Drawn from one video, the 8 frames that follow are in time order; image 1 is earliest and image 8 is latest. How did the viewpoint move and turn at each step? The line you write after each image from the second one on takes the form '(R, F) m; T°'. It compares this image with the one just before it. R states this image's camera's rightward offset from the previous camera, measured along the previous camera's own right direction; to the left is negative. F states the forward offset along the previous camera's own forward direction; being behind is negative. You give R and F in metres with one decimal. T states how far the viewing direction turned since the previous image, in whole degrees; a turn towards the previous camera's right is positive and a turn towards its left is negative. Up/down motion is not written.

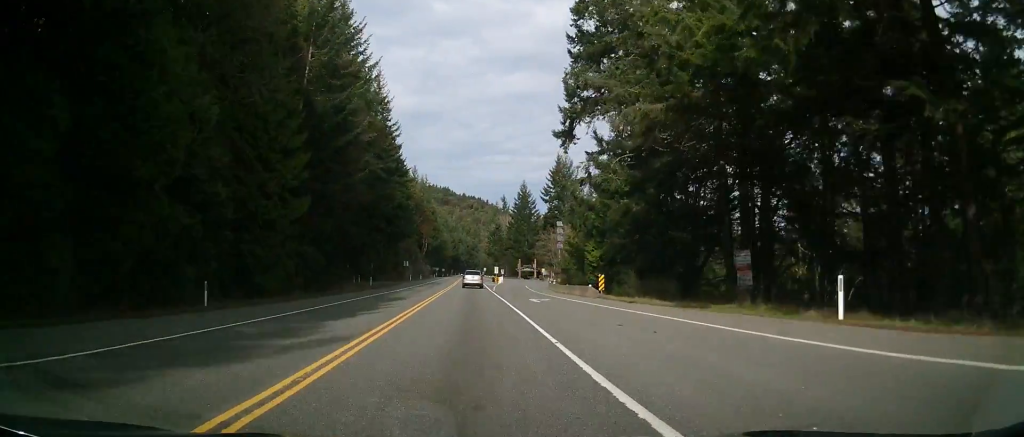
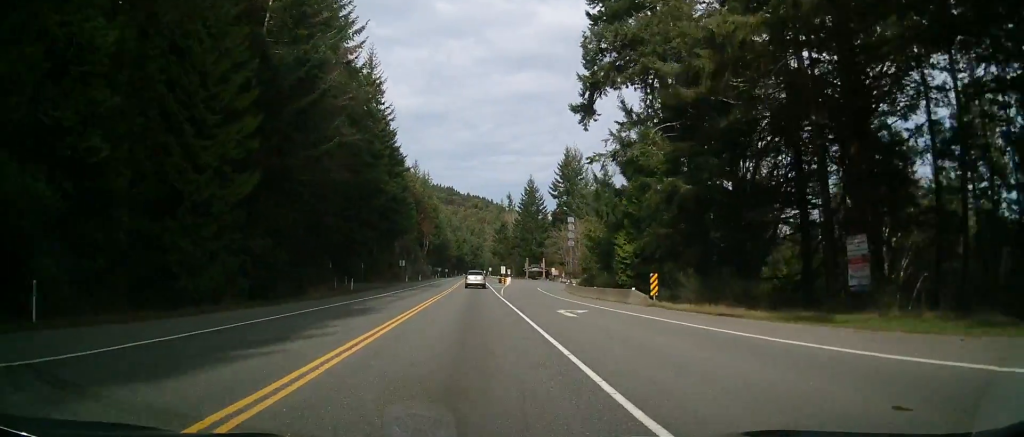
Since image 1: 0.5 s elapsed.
(-0.3, +10.8) m; -1°
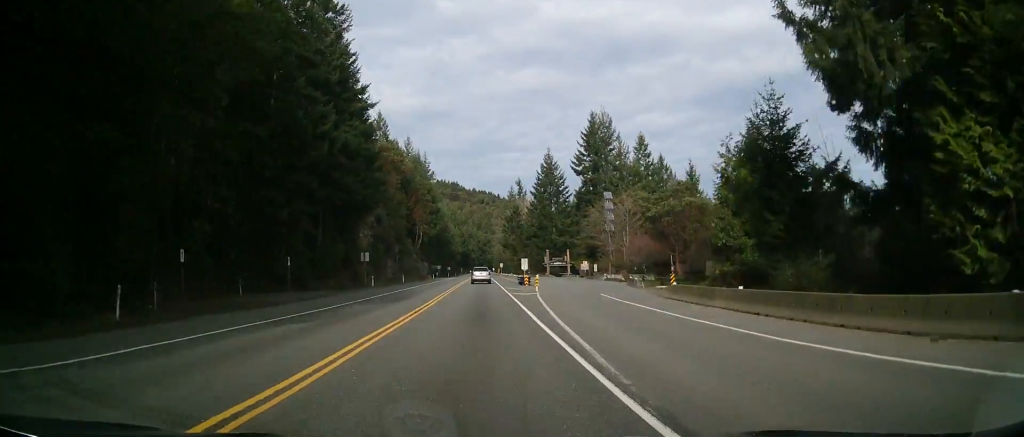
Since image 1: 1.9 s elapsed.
(-0.2, +34.0) m; -1°
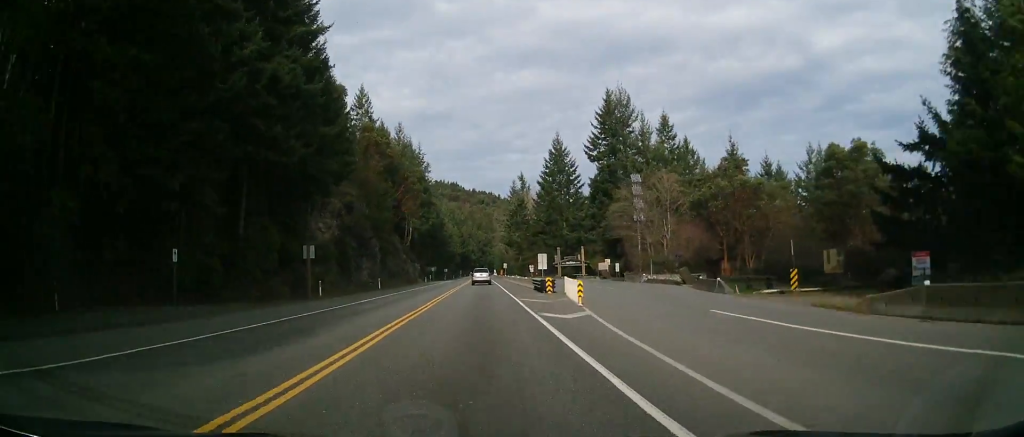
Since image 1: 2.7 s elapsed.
(0.0, +18.6) m; -1°
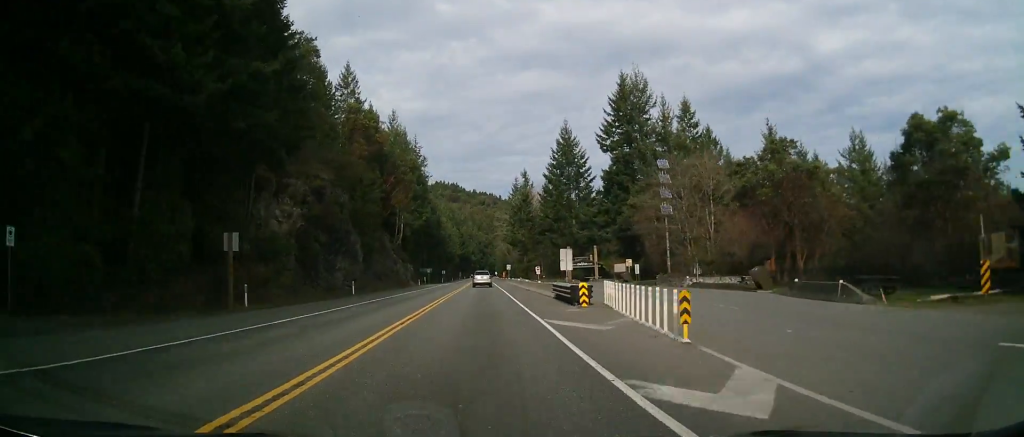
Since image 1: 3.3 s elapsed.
(-0.1, +12.4) m; 0°
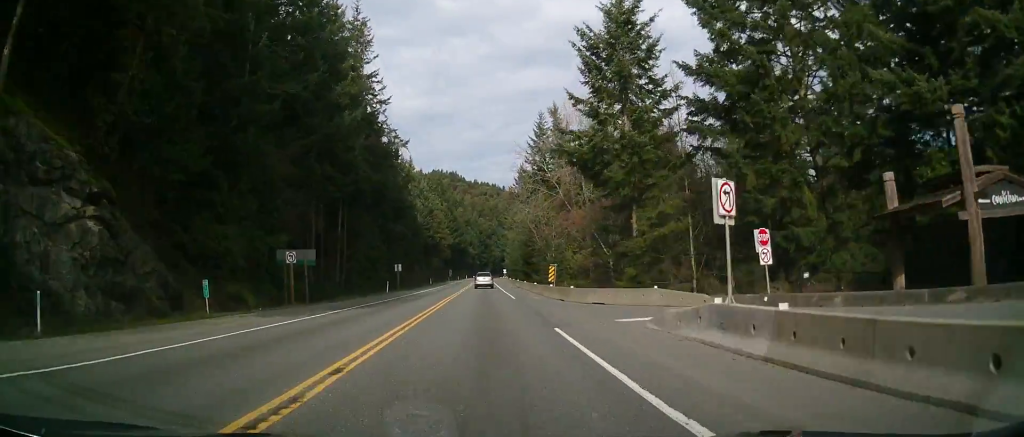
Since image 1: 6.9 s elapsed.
(-0.4, +85.6) m; -1°
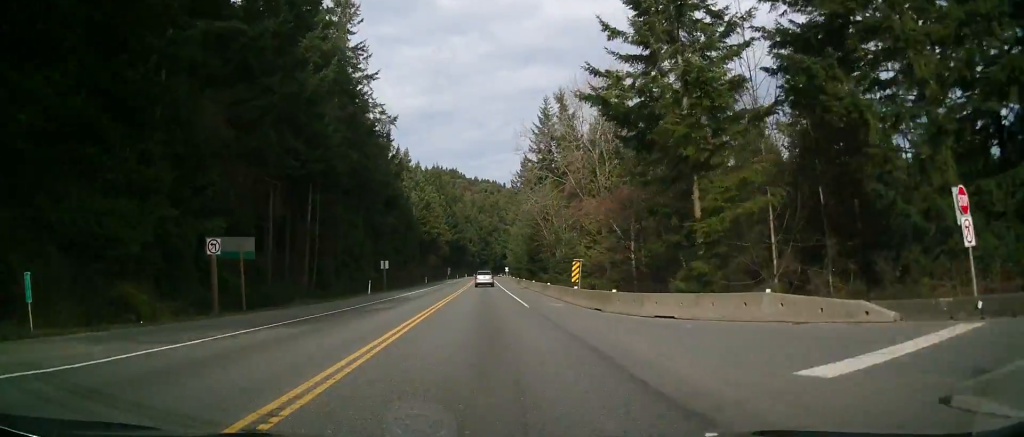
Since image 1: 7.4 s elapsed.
(0.0, +10.2) m; 0°
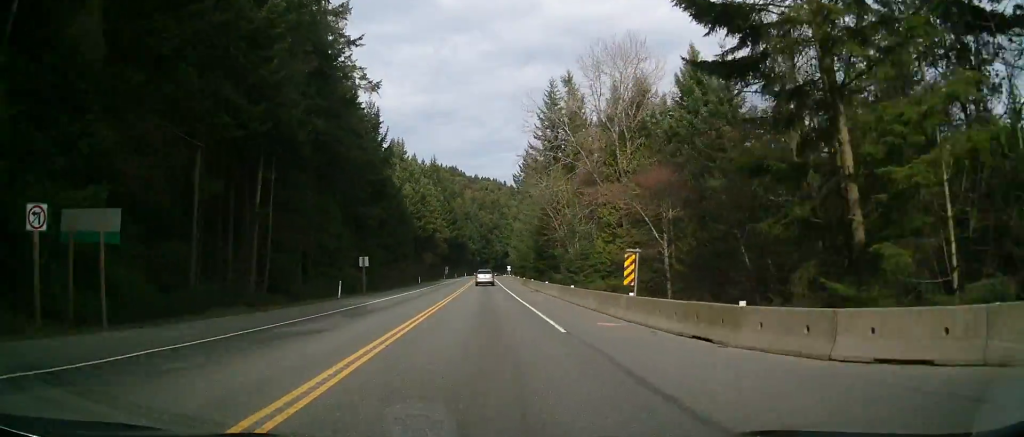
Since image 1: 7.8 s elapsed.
(0.0, +11.0) m; 0°
